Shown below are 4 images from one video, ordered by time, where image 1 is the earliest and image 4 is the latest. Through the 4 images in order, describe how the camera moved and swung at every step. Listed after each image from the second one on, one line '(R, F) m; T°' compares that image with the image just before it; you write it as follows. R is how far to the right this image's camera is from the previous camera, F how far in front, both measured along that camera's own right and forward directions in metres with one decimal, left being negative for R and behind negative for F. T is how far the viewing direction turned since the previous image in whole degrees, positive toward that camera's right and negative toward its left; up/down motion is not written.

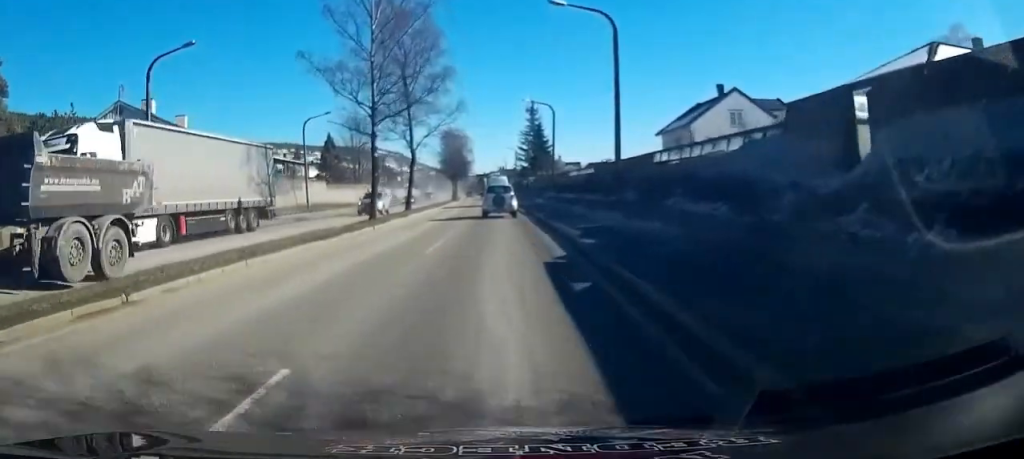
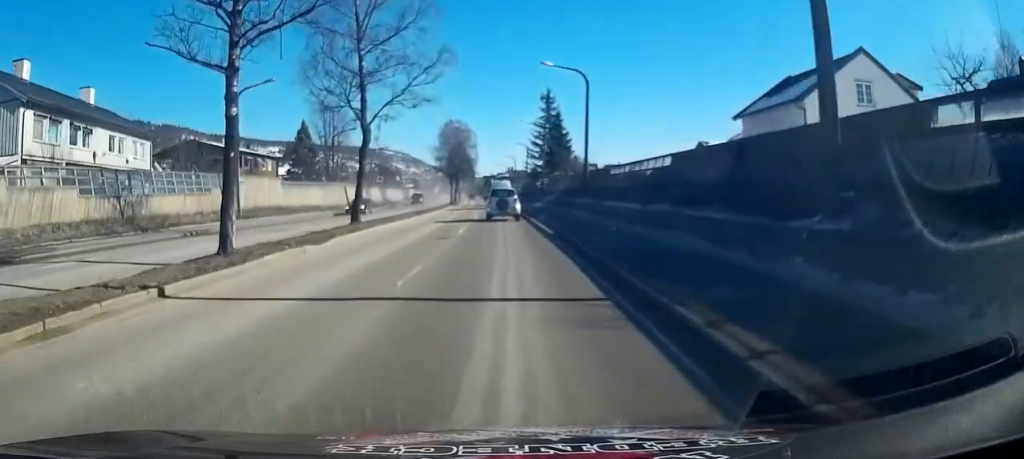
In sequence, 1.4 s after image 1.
(+0.4, +16.7) m; +2°
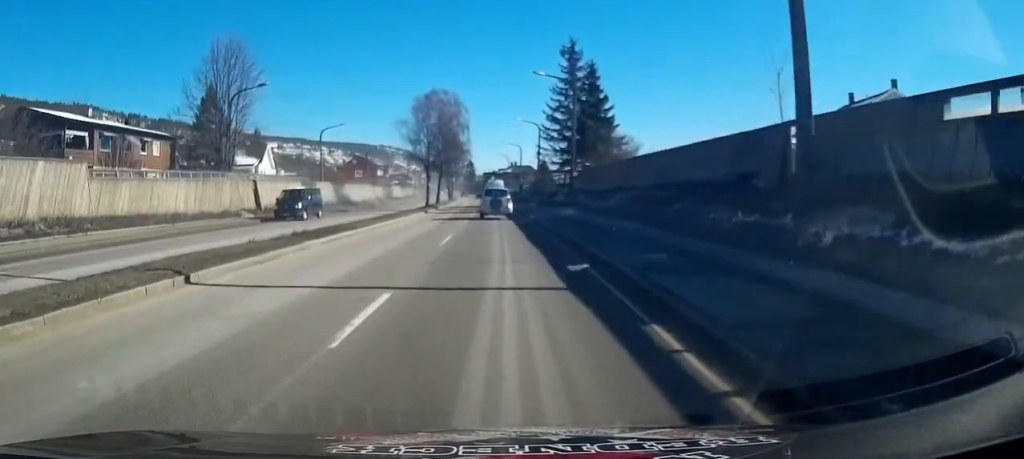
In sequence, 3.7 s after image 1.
(-0.1, +27.1) m; -1°
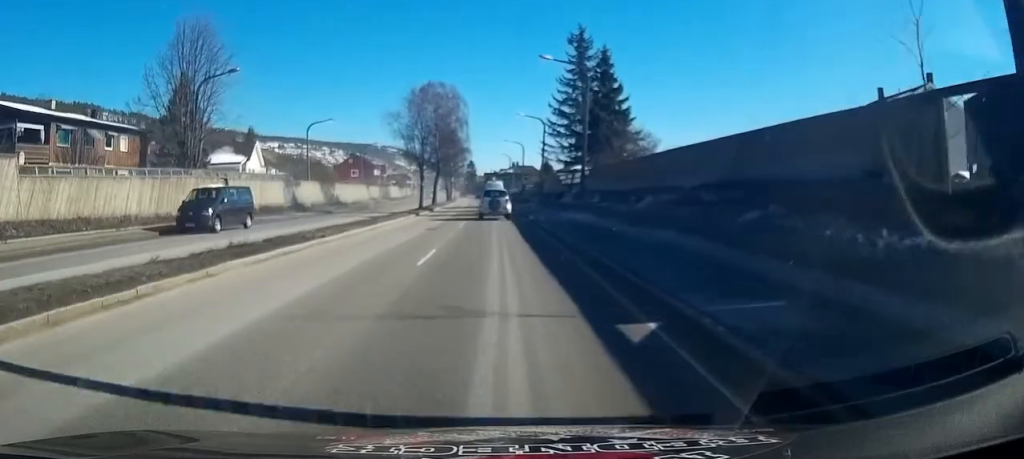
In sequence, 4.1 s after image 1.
(+0.1, +5.3) m; -1°
